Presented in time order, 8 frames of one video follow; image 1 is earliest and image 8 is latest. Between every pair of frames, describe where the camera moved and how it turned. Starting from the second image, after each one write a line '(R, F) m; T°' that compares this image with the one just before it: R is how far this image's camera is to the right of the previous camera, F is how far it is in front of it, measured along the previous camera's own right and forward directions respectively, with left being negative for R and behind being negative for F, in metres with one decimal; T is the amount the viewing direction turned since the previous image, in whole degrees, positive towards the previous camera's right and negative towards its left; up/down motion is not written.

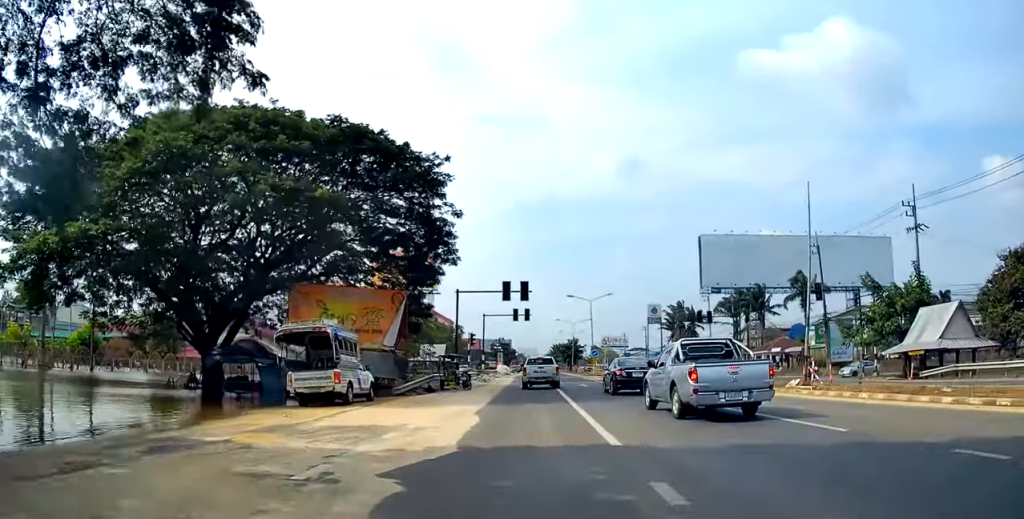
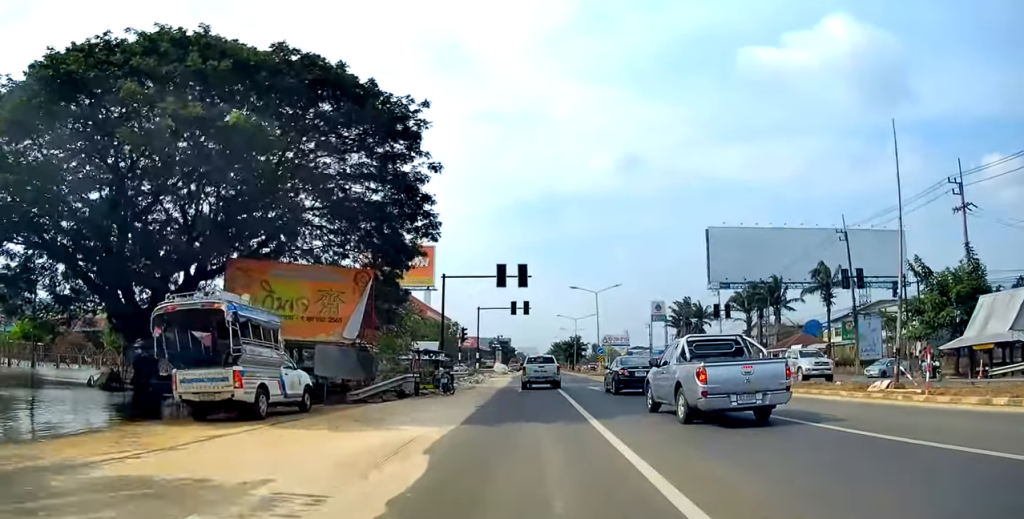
(-0.1, +7.2) m; +1°
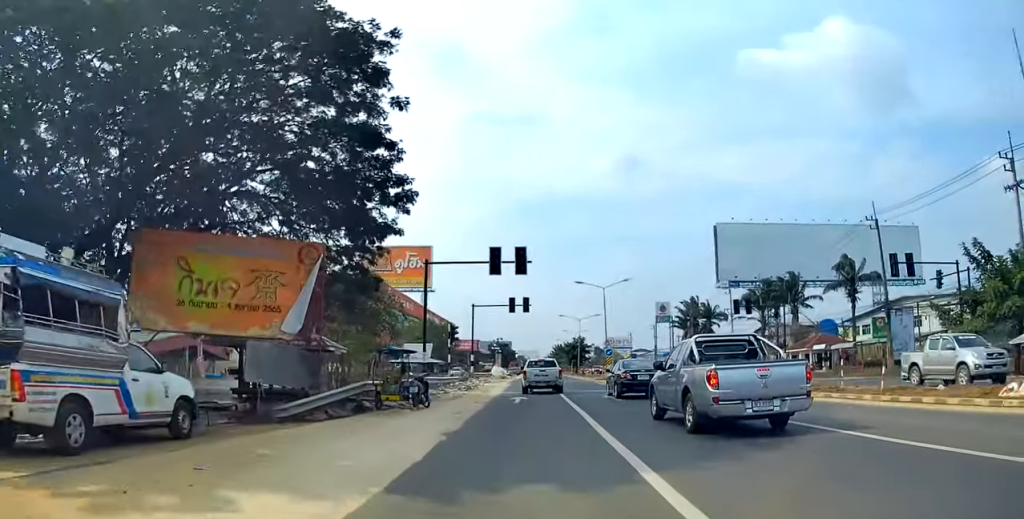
(+0.2, +6.5) m; 0°
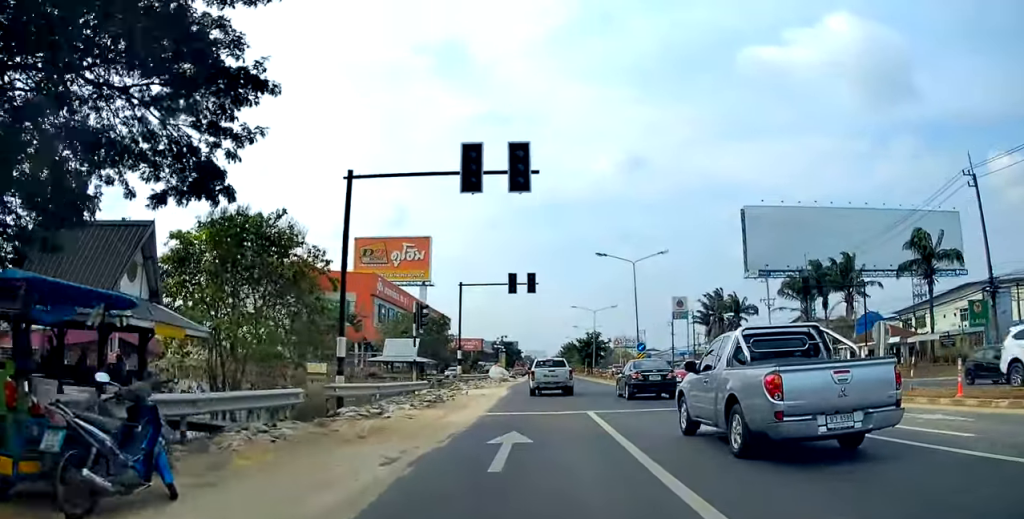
(-0.3, +14.8) m; -1°
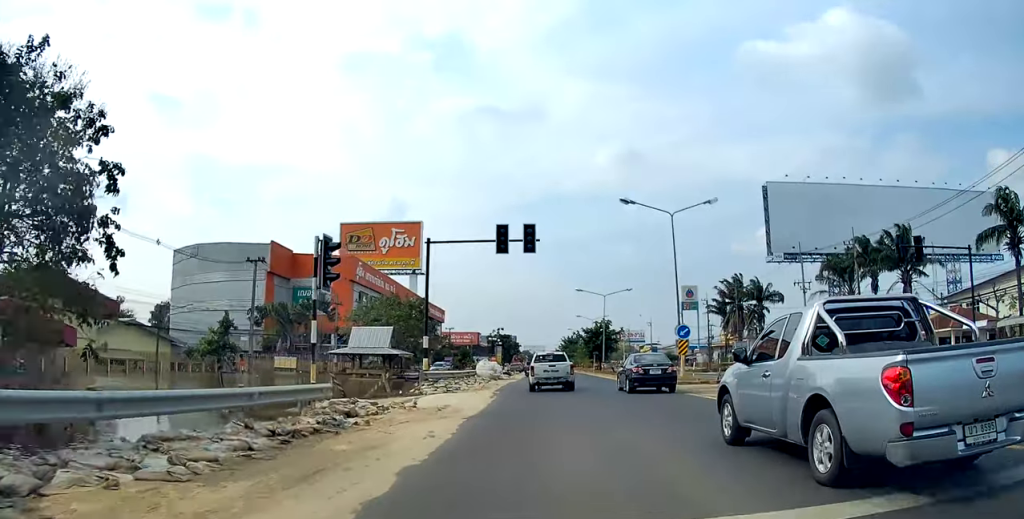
(+0.5, +14.0) m; +1°
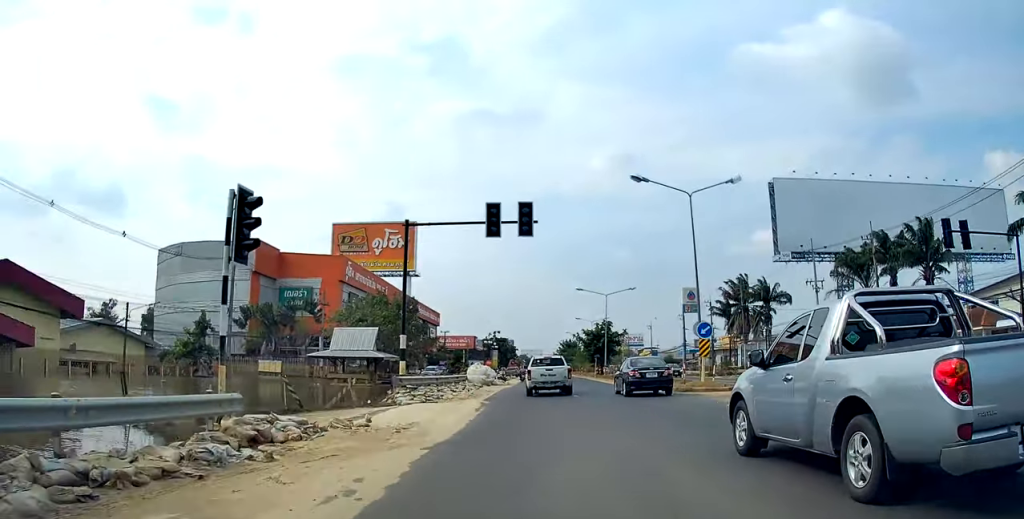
(-0.2, +4.9) m; -1°
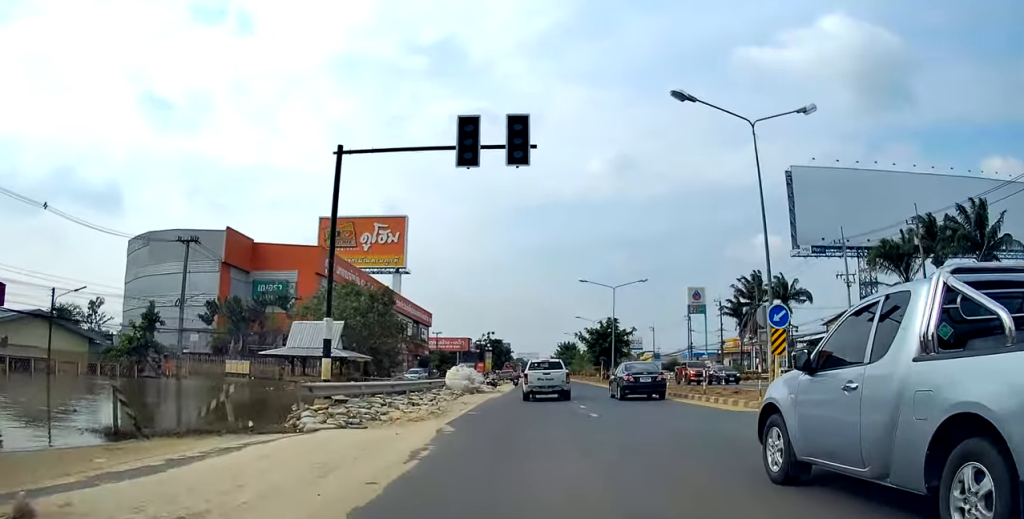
(-0.2, +9.6) m; -1°
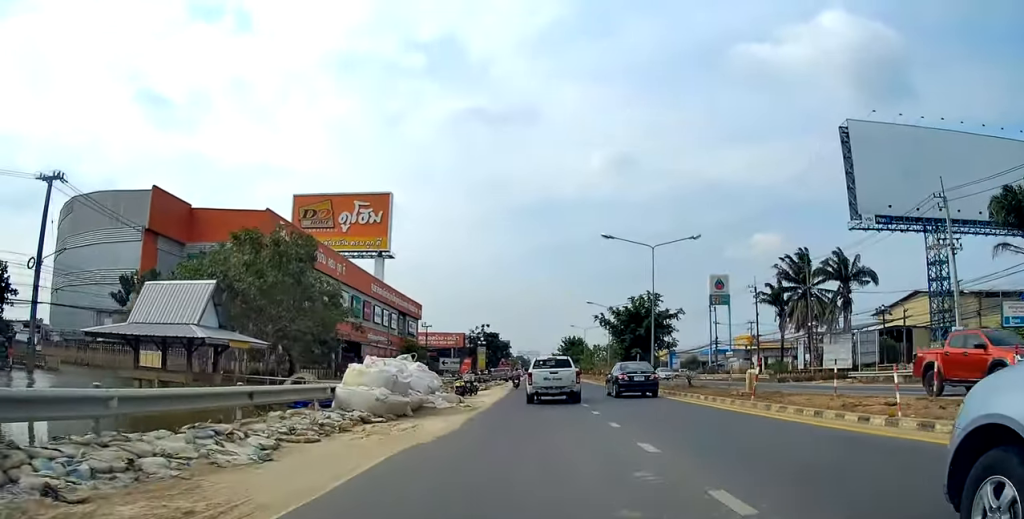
(0.0, +19.7) m; +2°
